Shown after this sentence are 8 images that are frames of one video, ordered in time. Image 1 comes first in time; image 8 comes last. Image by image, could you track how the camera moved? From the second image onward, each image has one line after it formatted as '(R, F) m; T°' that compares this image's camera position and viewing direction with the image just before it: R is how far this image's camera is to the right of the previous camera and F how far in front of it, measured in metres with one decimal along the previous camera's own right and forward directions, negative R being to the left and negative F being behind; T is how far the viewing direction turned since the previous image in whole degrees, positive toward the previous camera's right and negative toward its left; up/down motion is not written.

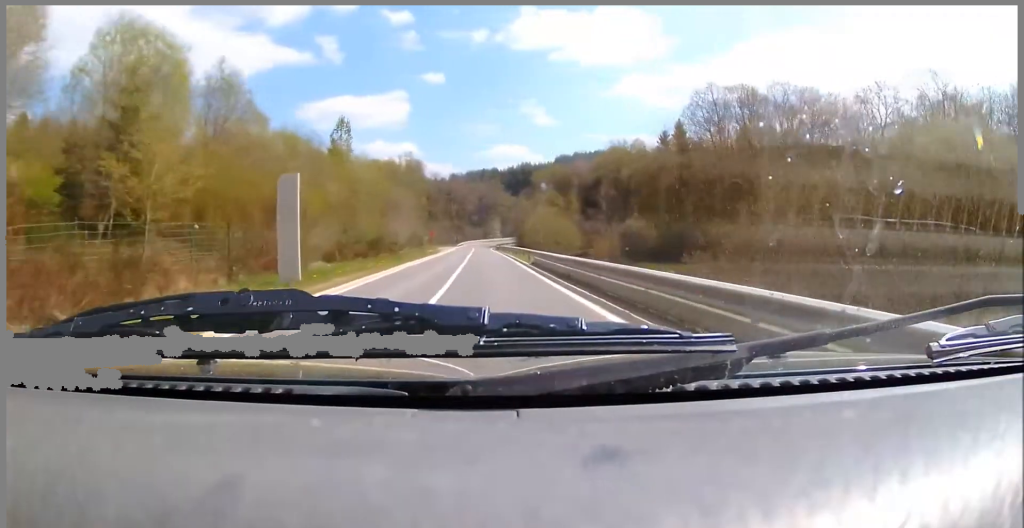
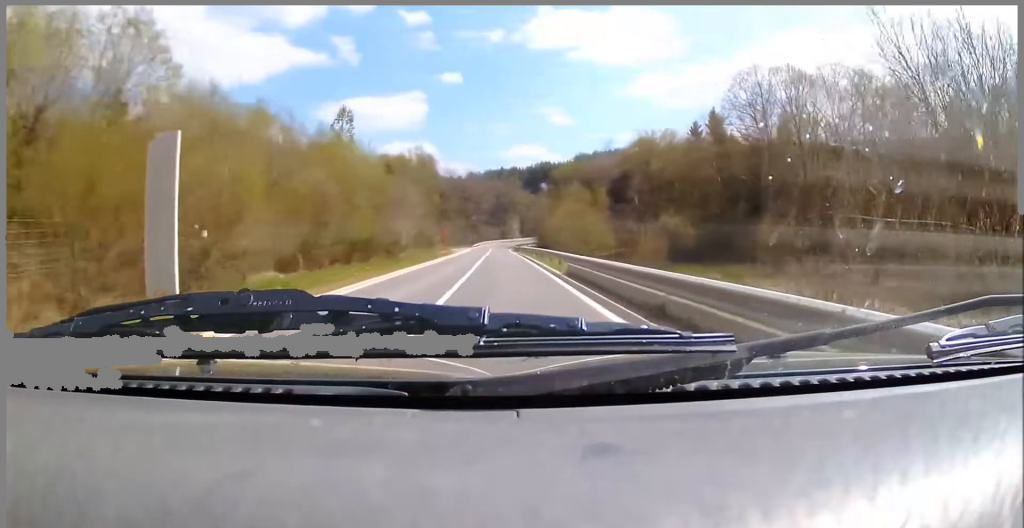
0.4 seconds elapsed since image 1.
(-0.2, +9.4) m; -2°
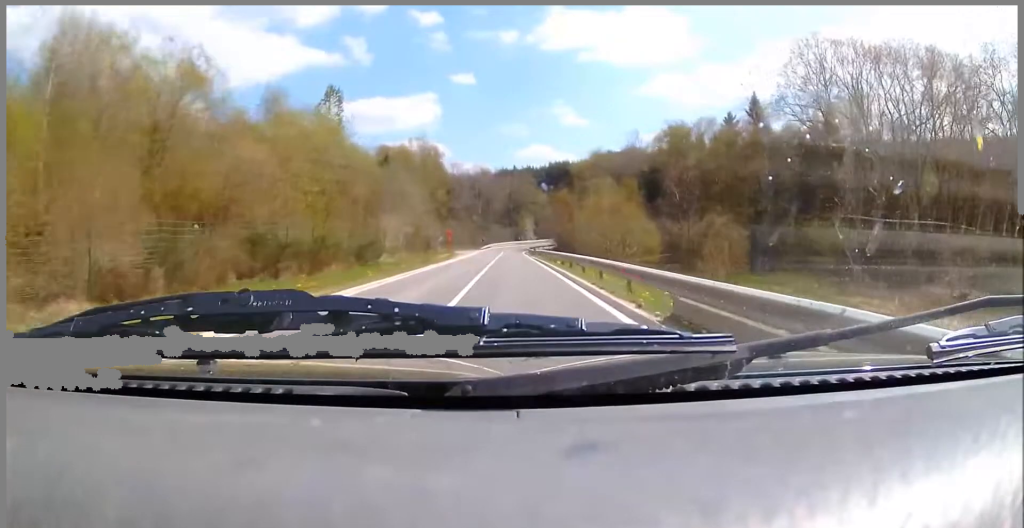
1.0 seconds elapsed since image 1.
(-0.1, +12.3) m; -3°
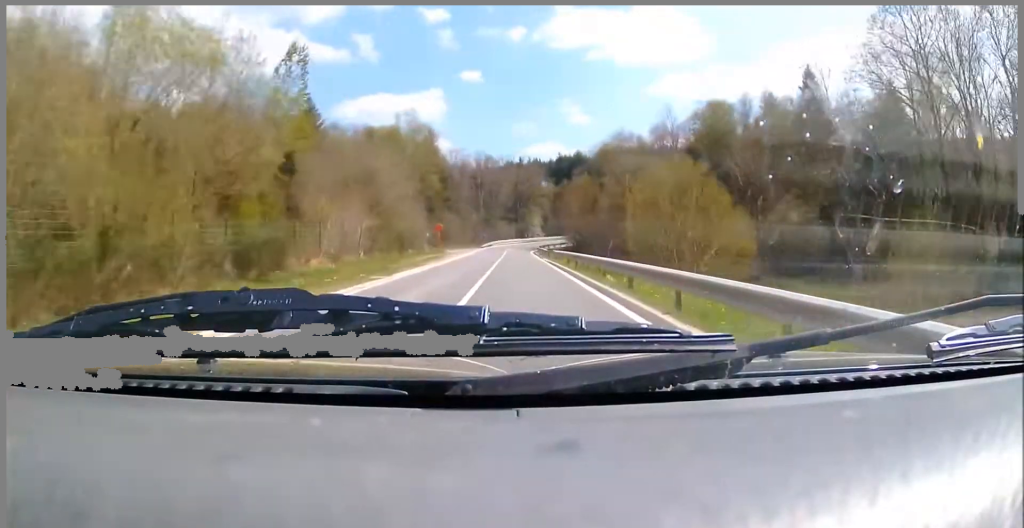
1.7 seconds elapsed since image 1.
(-0.7, +15.1) m; -4°
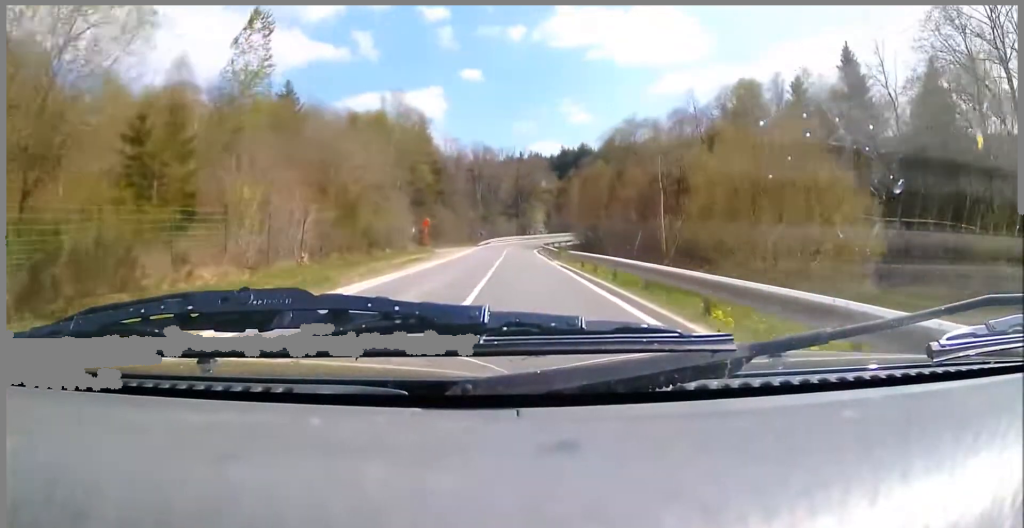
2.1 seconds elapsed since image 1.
(0.0, +9.4) m; -3°
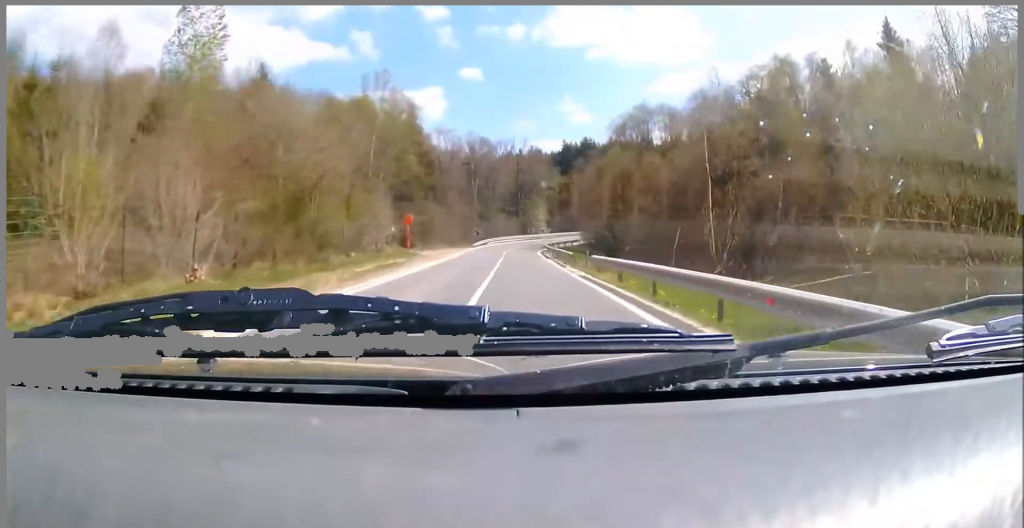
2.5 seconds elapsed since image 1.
(-0.4, +8.5) m; -2°
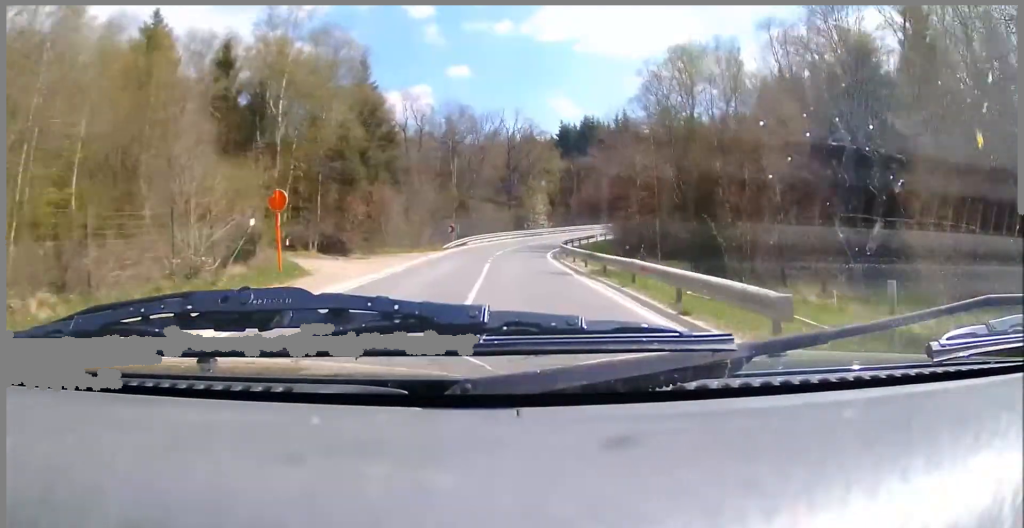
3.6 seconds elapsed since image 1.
(-1.2, +22.2) m; -2°
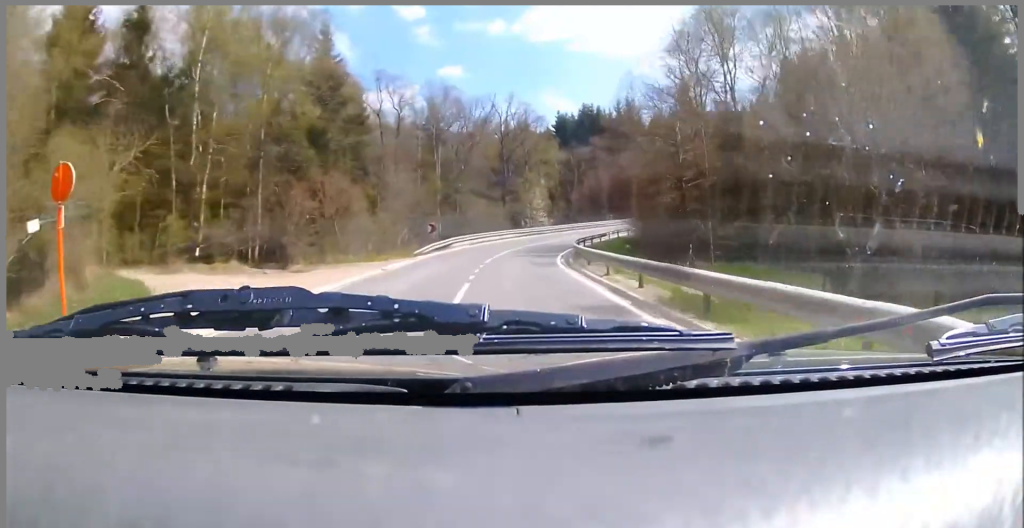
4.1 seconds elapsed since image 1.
(-0.8, +10.2) m; +2°
